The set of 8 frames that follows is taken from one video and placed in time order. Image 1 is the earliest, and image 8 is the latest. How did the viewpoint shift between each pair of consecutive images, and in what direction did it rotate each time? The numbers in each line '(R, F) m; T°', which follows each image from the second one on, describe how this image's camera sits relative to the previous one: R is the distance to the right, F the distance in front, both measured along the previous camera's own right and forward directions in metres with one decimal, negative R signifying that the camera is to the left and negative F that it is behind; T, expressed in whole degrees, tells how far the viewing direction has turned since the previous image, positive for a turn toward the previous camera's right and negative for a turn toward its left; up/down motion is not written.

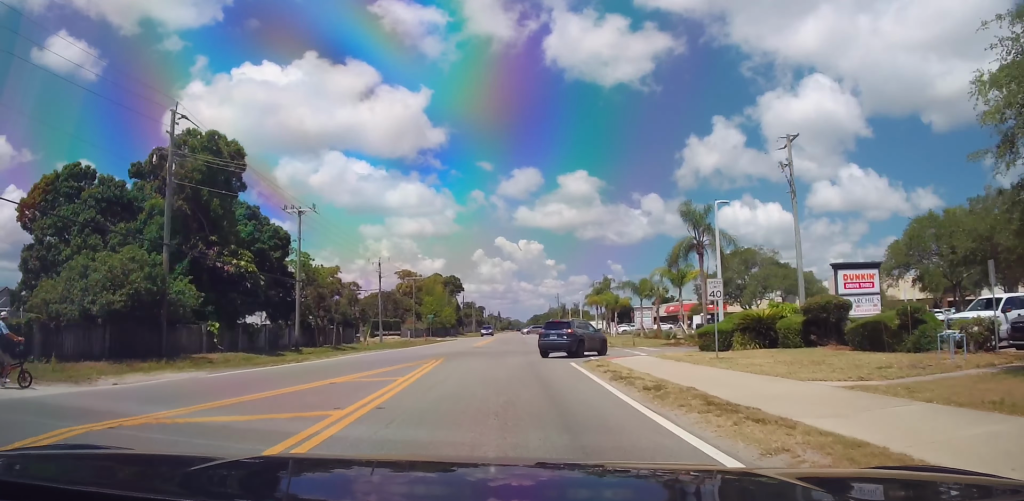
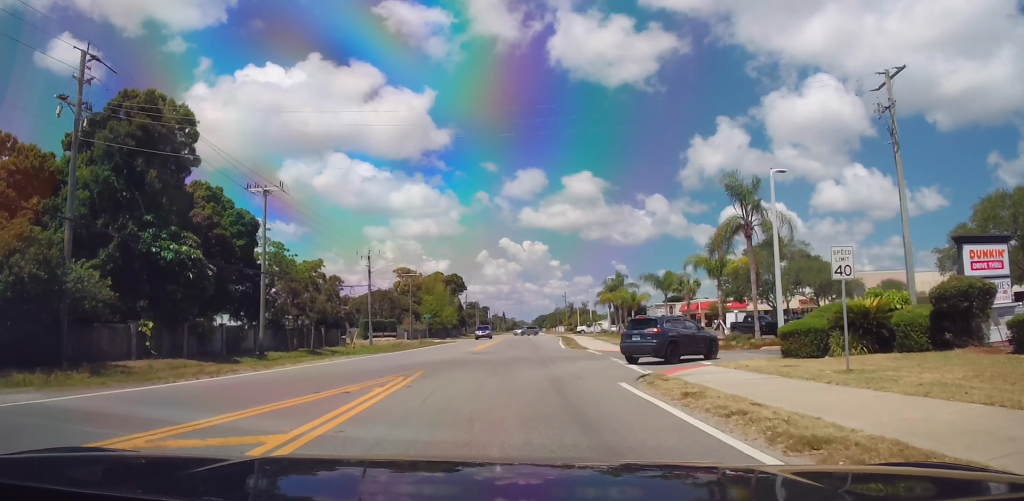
(-0.2, +9.1) m; -1°
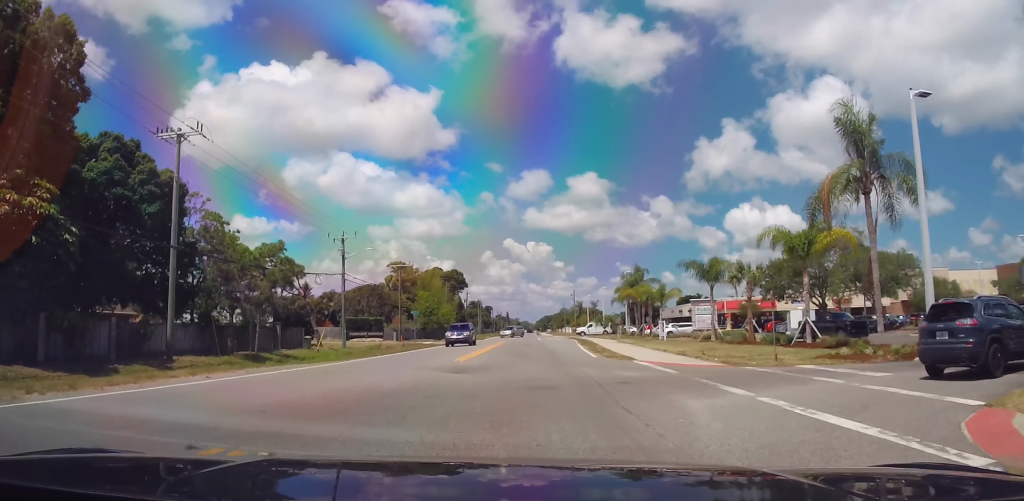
(+0.2, +13.3) m; +2°
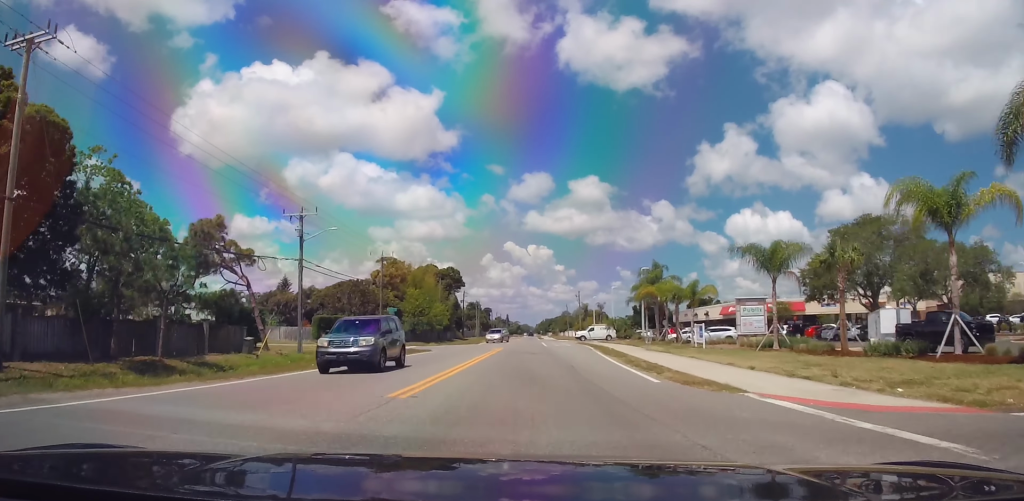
(+0.3, +12.0) m; 0°
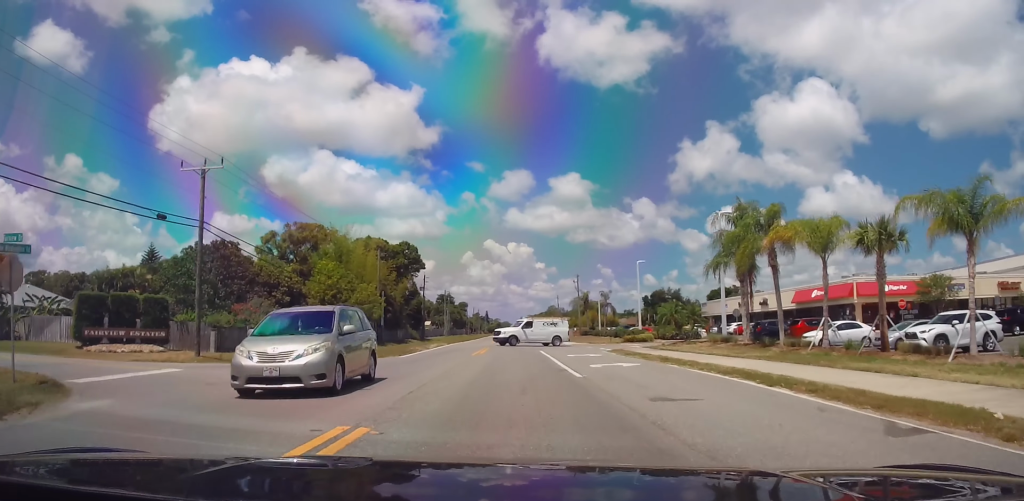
(-1.1, +39.1) m; 0°
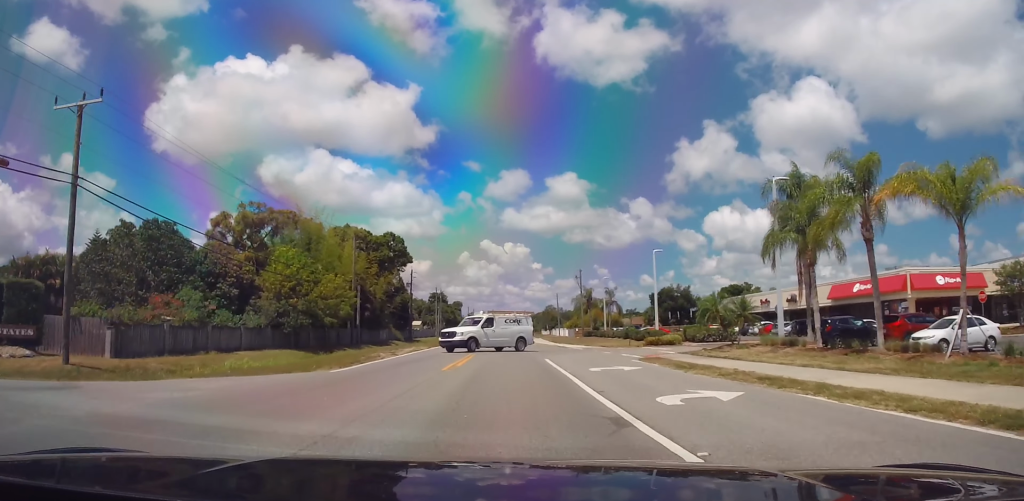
(+0.4, +11.0) m; +2°
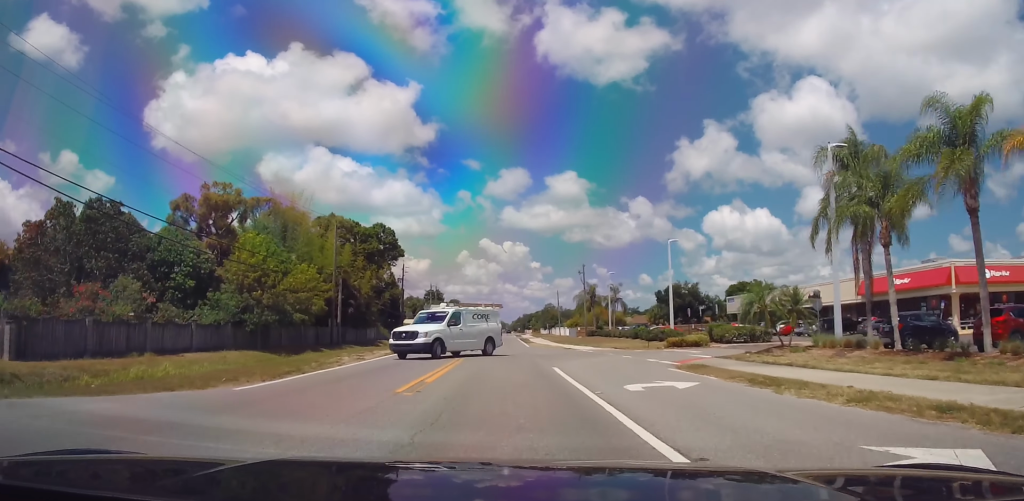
(+0.1, +7.1) m; 0°
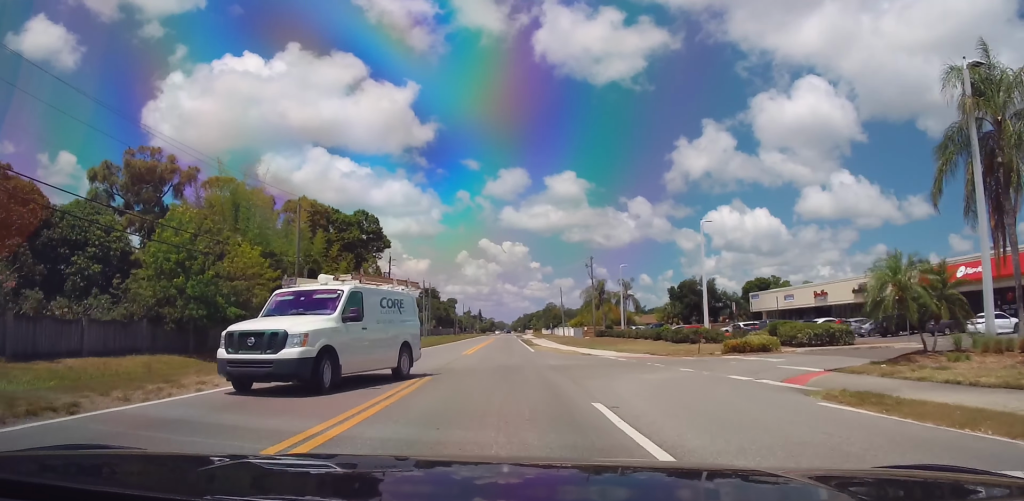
(+0.1, +10.9) m; -2°
